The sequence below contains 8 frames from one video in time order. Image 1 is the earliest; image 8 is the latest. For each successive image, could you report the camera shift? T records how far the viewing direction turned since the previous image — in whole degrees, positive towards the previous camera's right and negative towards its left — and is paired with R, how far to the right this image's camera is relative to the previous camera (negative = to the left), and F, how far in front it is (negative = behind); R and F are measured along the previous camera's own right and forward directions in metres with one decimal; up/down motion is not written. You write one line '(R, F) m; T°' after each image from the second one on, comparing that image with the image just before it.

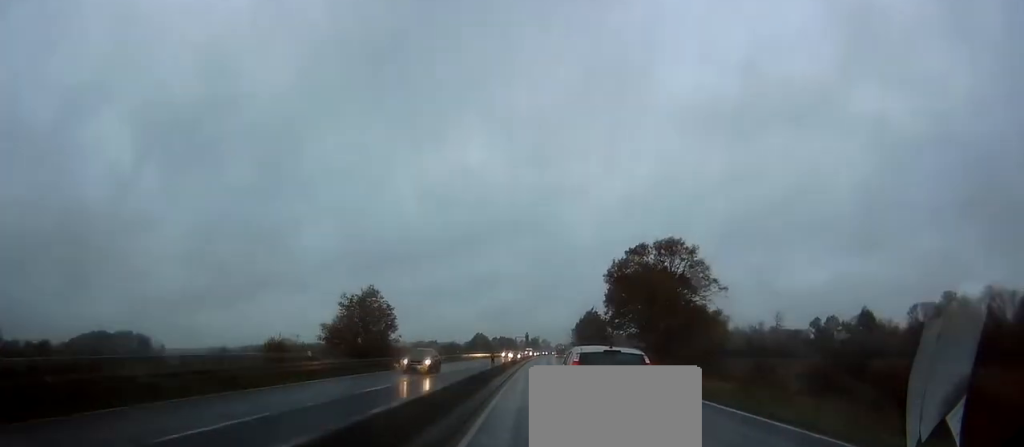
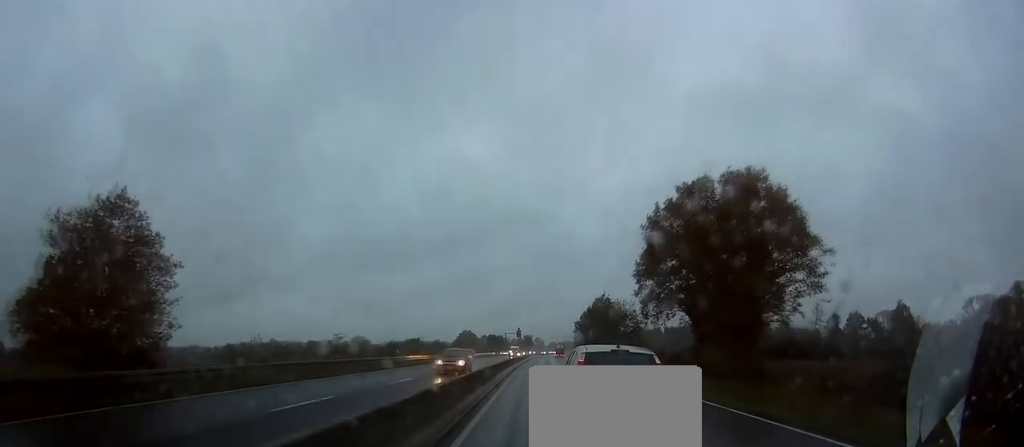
(+1.0, +31.5) m; 0°
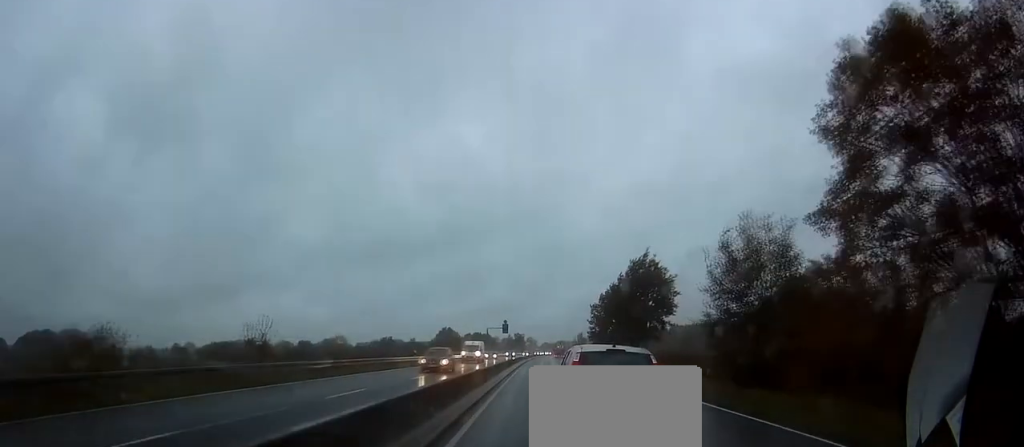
(-0.3, +43.7) m; +1°
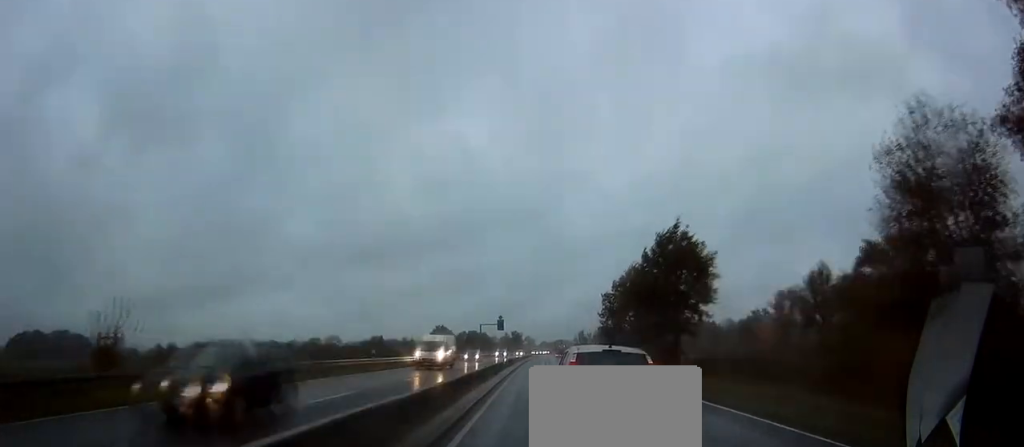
(+0.2, +13.8) m; +1°
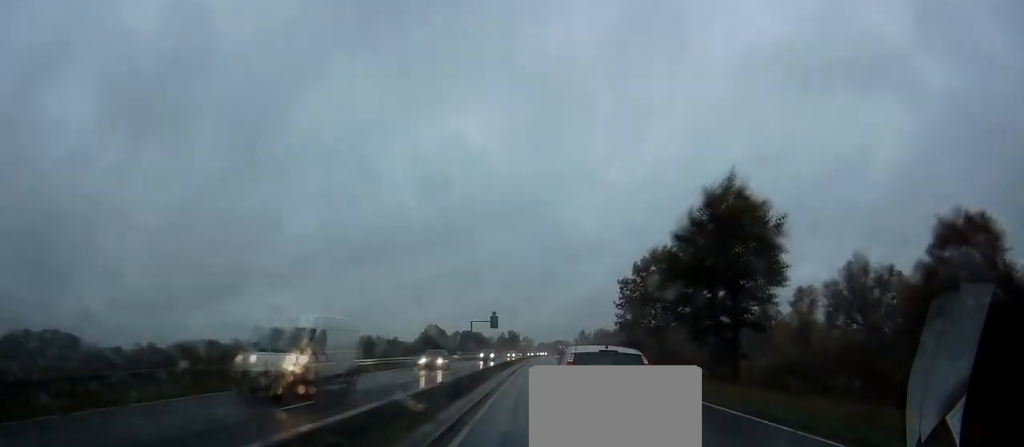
(-0.1, +13.8) m; 0°
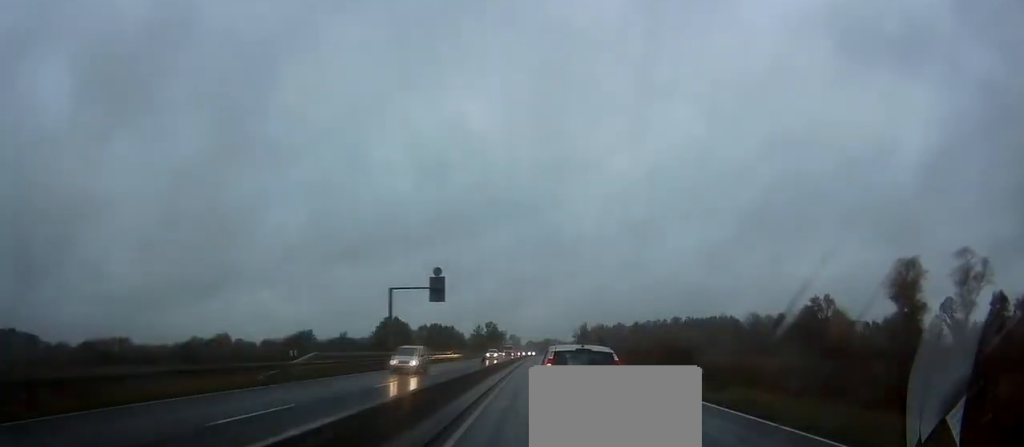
(+0.5, +52.0) m; 0°
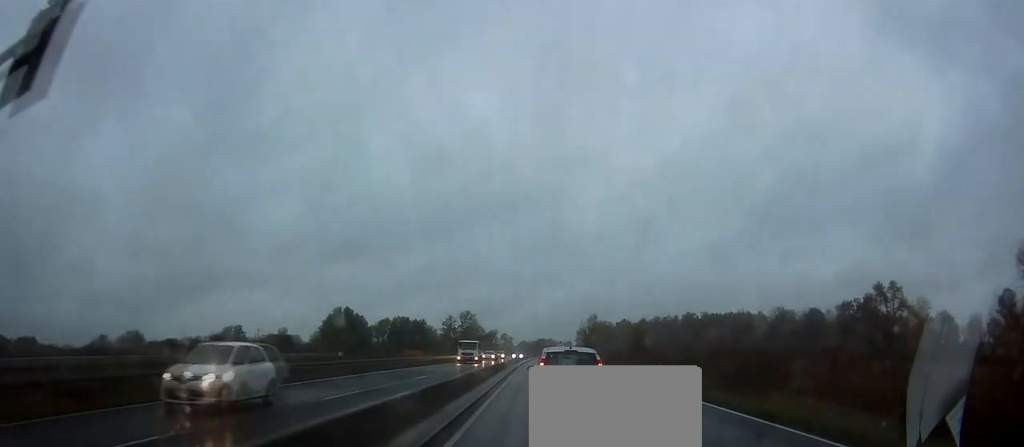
(-0.3, +42.5) m; +1°
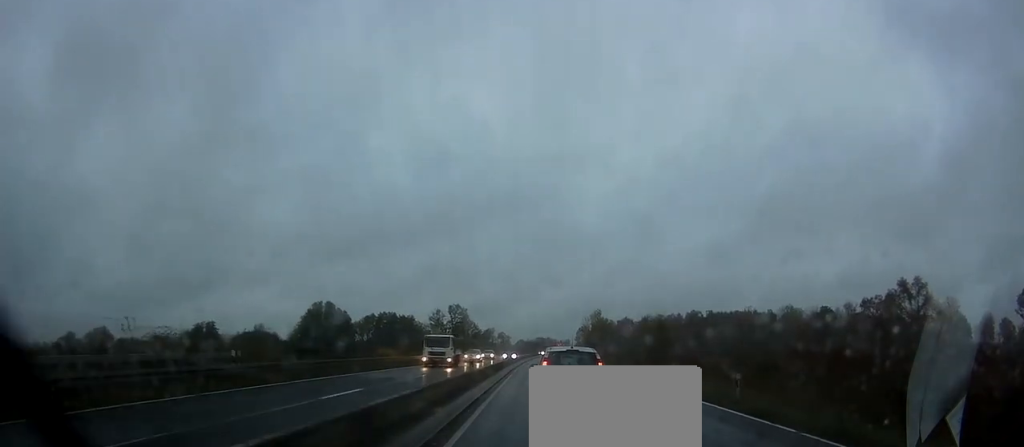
(0.0, +12.3) m; 0°
